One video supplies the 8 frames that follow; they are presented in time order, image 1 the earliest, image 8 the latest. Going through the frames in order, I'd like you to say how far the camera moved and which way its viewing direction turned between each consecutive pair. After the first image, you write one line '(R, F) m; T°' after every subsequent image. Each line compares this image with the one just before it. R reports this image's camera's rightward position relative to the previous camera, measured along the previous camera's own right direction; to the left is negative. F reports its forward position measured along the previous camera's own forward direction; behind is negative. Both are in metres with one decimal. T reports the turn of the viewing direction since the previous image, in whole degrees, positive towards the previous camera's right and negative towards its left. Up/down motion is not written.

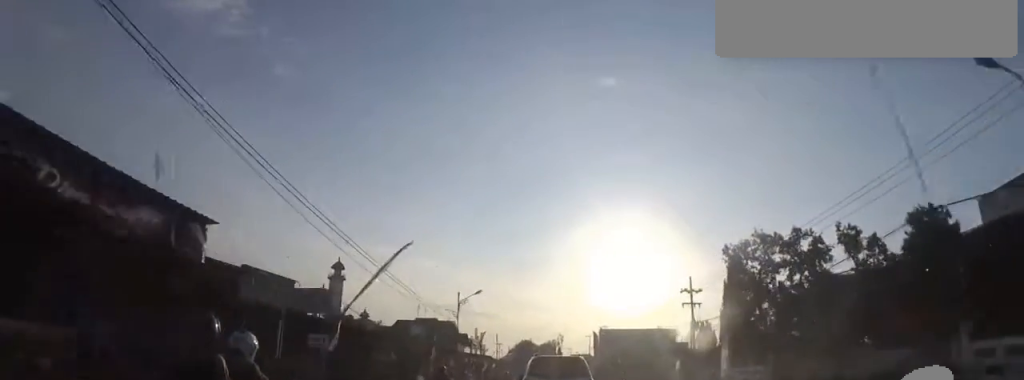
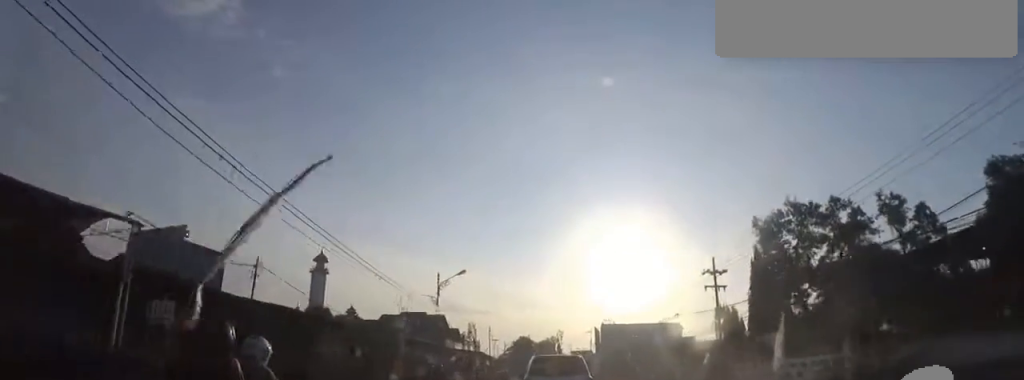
(0.0, +6.9) m; 0°
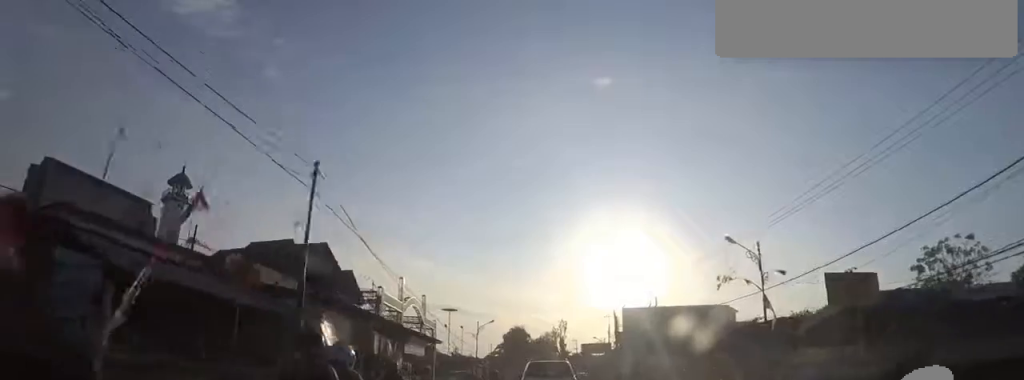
(0.0, +37.2) m; 0°
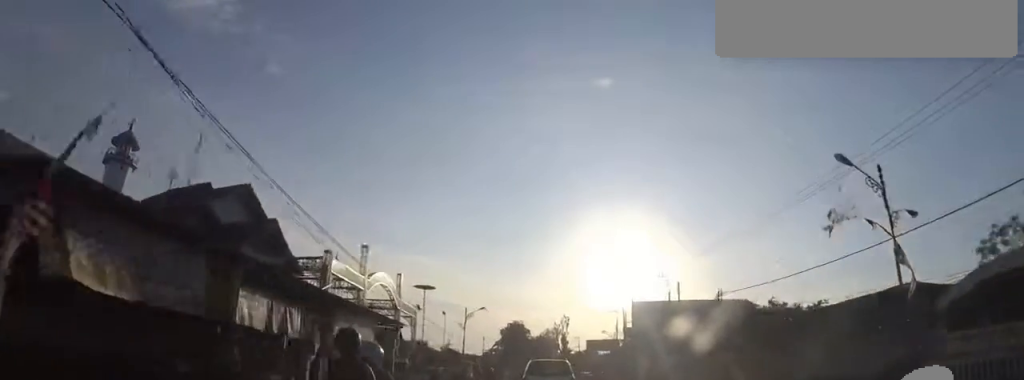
(0.0, +8.9) m; 0°
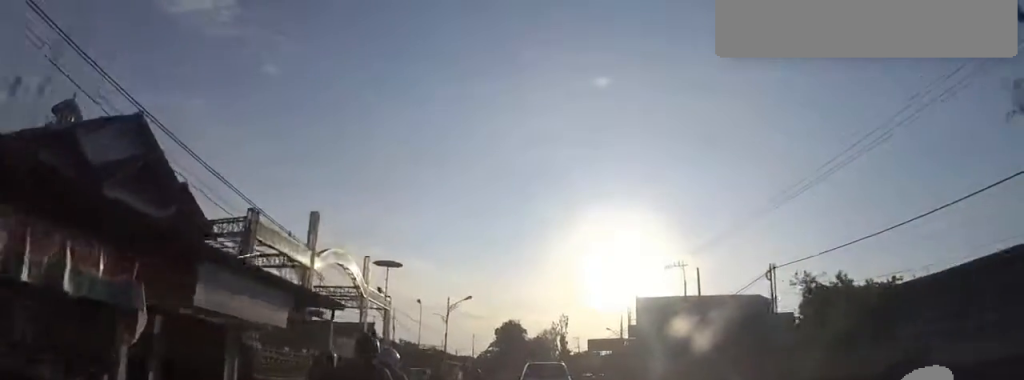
(0.0, +7.0) m; 0°
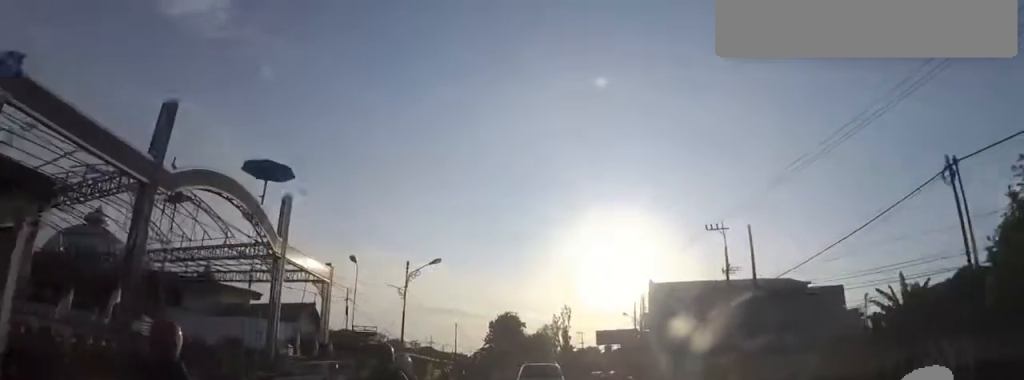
(0.0, +10.9) m; 0°
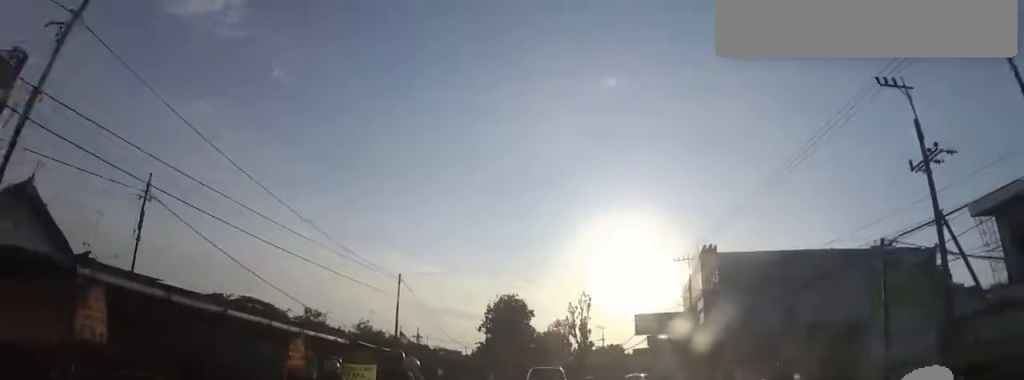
(0.0, +20.2) m; 0°
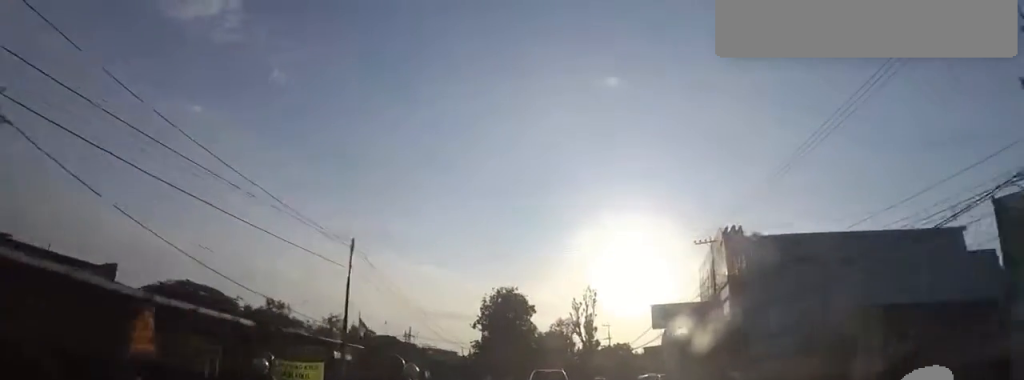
(0.0, +5.9) m; 0°
